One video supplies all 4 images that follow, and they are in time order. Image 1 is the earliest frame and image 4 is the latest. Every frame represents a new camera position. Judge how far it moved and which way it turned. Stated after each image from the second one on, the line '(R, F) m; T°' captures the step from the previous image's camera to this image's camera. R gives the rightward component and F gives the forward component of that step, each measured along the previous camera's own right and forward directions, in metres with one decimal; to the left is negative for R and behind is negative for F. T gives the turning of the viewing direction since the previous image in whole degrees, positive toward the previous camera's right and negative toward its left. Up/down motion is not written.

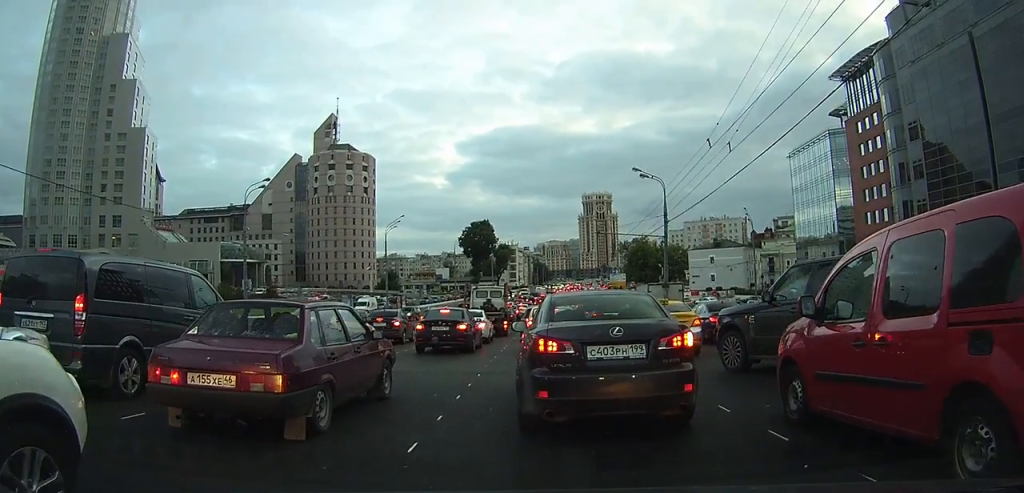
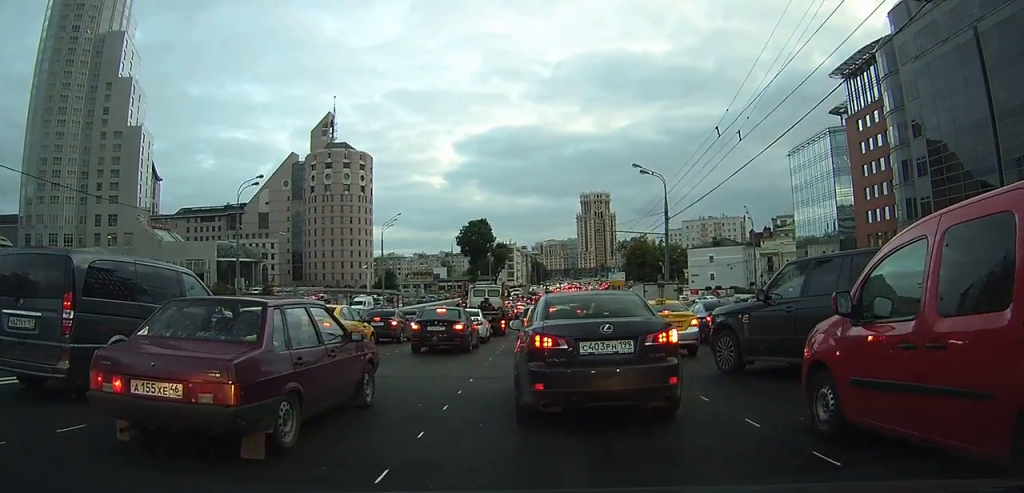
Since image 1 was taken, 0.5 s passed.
(0.0, +1.3) m; -1°
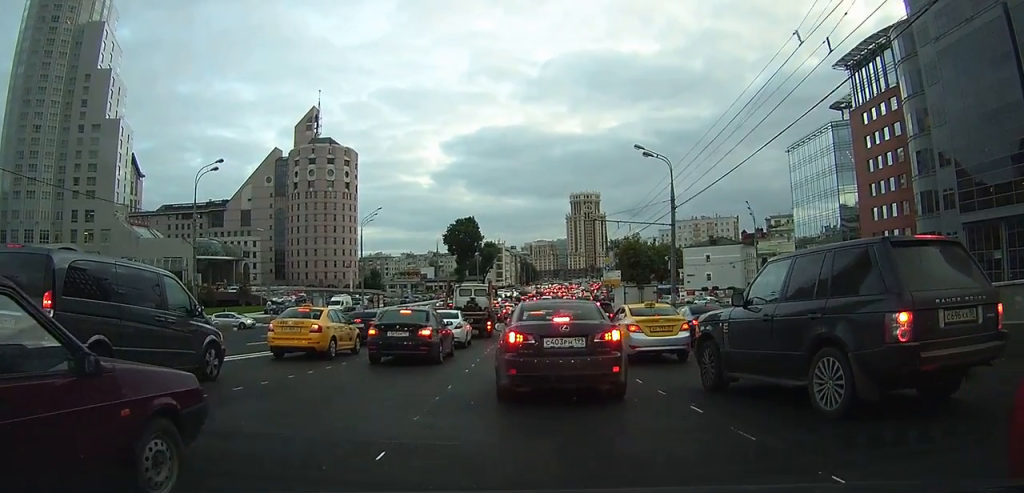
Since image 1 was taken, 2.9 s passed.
(-0.3, +6.4) m; -2°
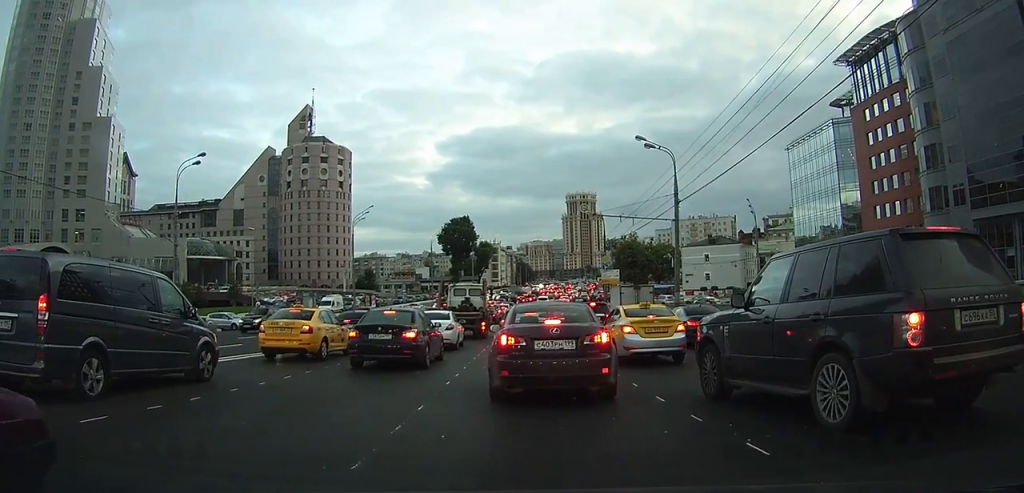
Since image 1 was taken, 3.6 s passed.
(0.0, +2.4) m; +1°
